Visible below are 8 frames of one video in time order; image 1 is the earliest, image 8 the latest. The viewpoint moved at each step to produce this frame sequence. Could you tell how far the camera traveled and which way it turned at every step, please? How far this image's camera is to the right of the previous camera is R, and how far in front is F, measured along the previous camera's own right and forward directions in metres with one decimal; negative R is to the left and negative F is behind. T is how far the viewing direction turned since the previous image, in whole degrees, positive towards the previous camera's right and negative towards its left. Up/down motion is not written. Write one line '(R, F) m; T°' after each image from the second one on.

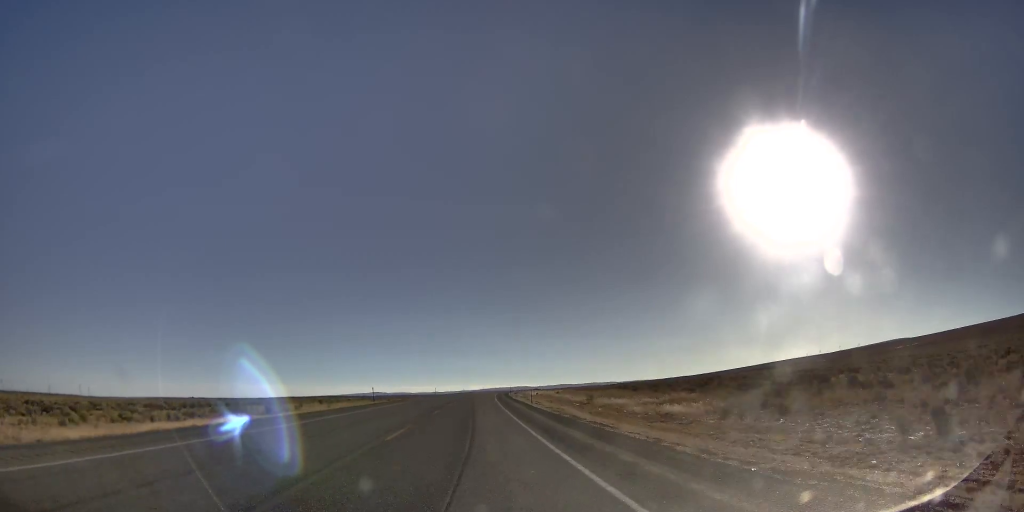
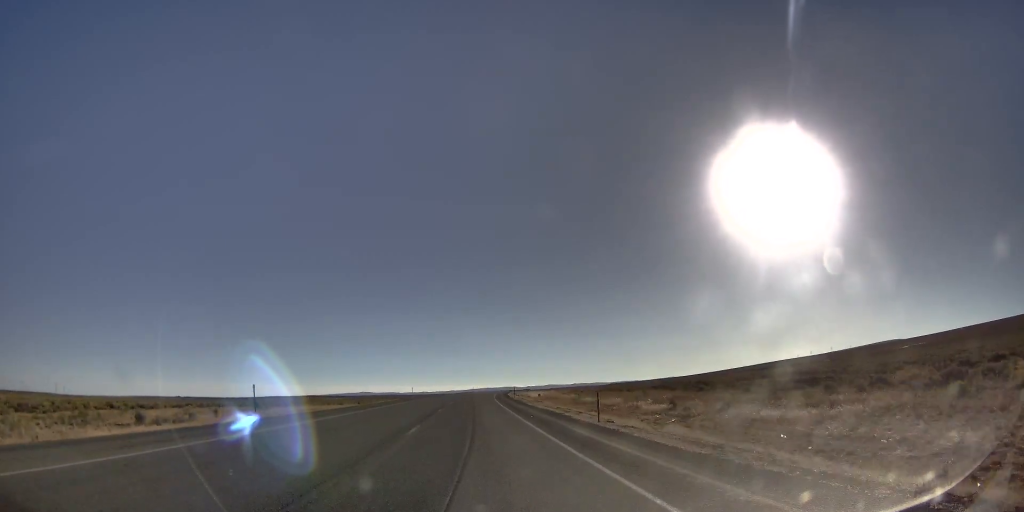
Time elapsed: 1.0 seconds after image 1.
(-0.7, +28.3) m; -1°
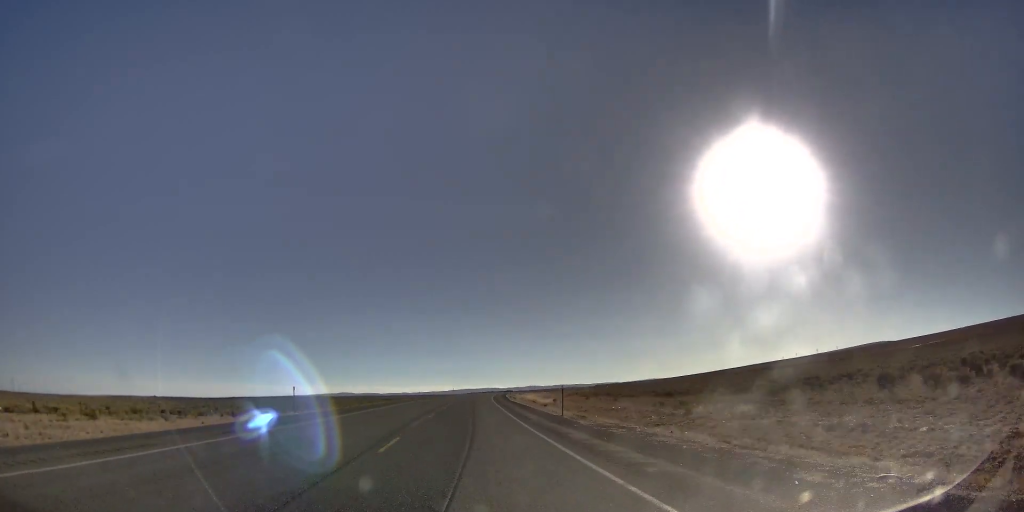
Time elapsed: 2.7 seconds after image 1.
(-0.2, +50.1) m; -2°
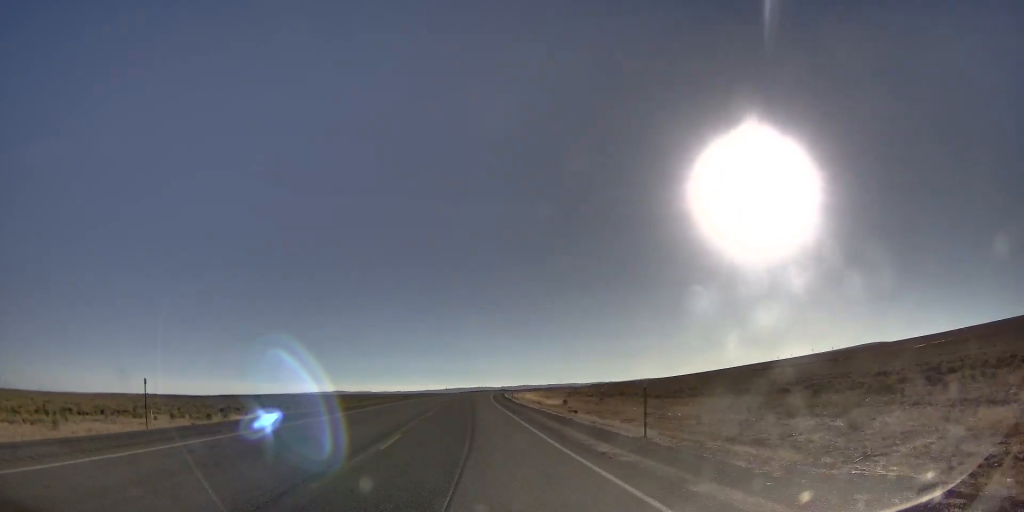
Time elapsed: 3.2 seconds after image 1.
(-0.5, +15.0) m; -1°
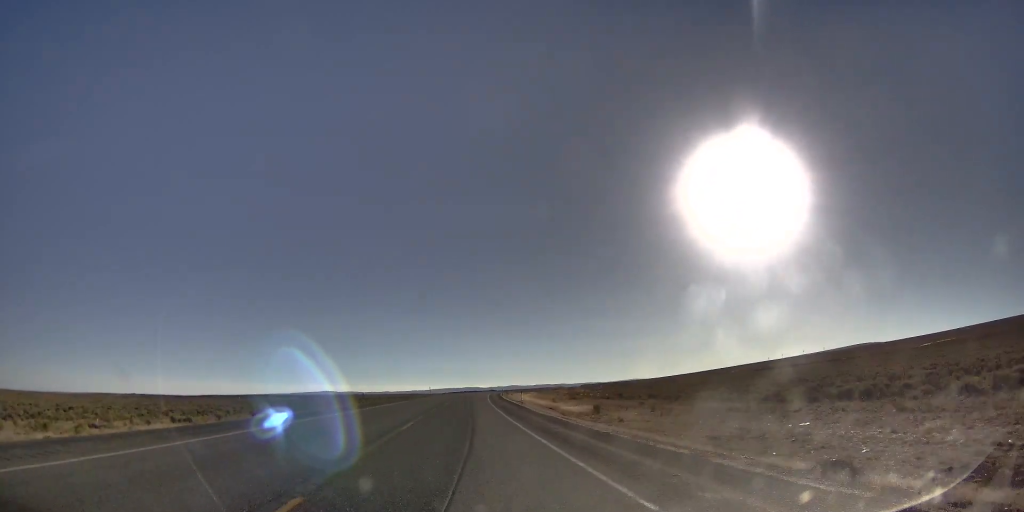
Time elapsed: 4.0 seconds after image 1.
(-0.1, +25.0) m; +1°
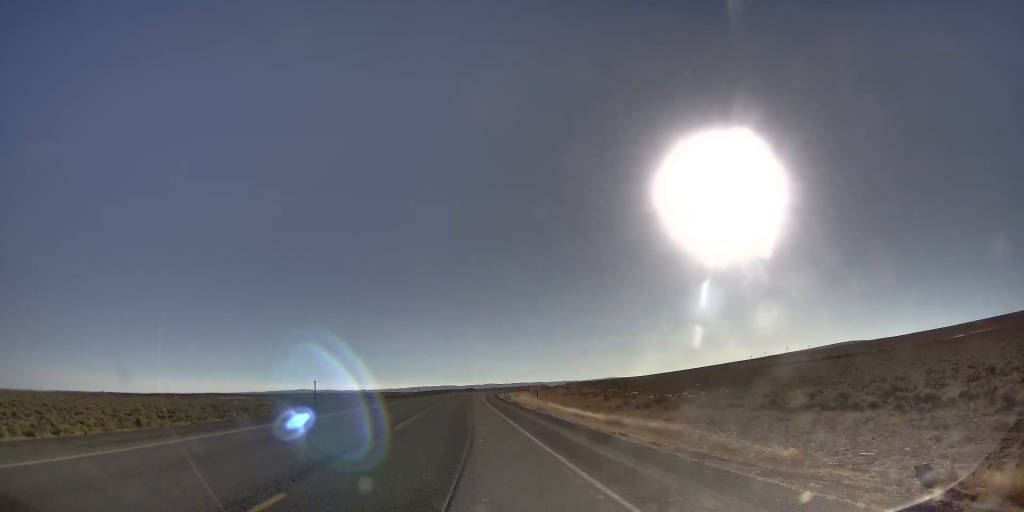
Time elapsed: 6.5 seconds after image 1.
(-1.8, +75.6) m; -4°
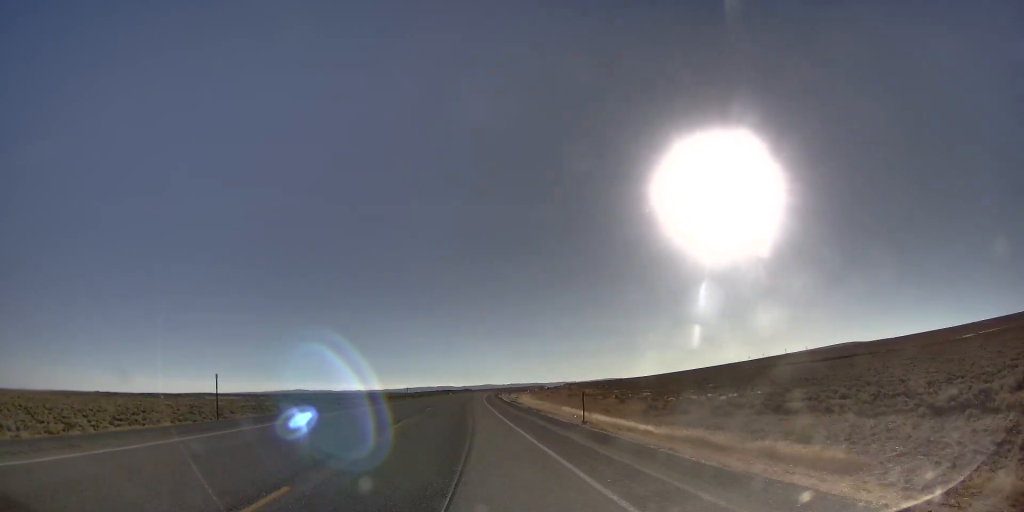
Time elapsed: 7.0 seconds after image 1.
(+0.2, +14.8) m; 0°
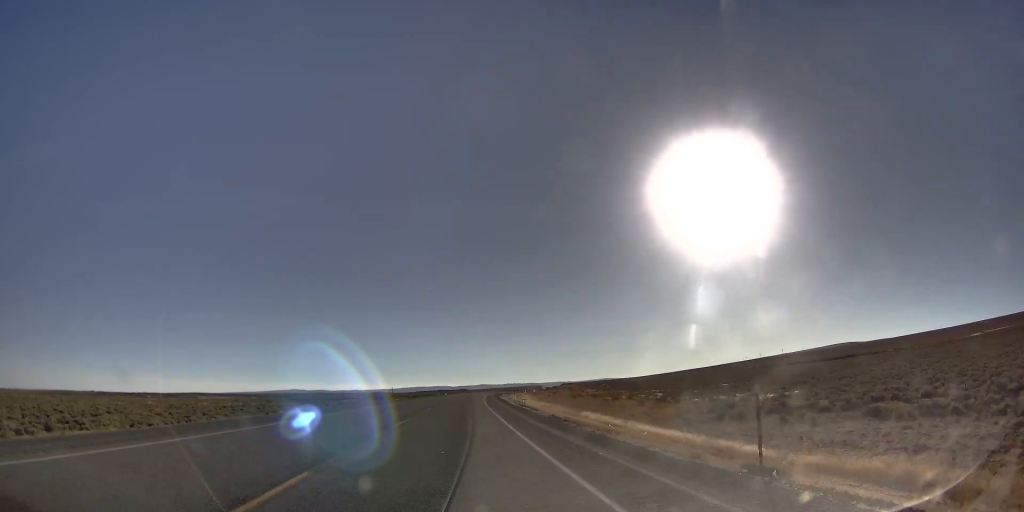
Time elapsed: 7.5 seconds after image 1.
(+0.1, +13.8) m; 0°
